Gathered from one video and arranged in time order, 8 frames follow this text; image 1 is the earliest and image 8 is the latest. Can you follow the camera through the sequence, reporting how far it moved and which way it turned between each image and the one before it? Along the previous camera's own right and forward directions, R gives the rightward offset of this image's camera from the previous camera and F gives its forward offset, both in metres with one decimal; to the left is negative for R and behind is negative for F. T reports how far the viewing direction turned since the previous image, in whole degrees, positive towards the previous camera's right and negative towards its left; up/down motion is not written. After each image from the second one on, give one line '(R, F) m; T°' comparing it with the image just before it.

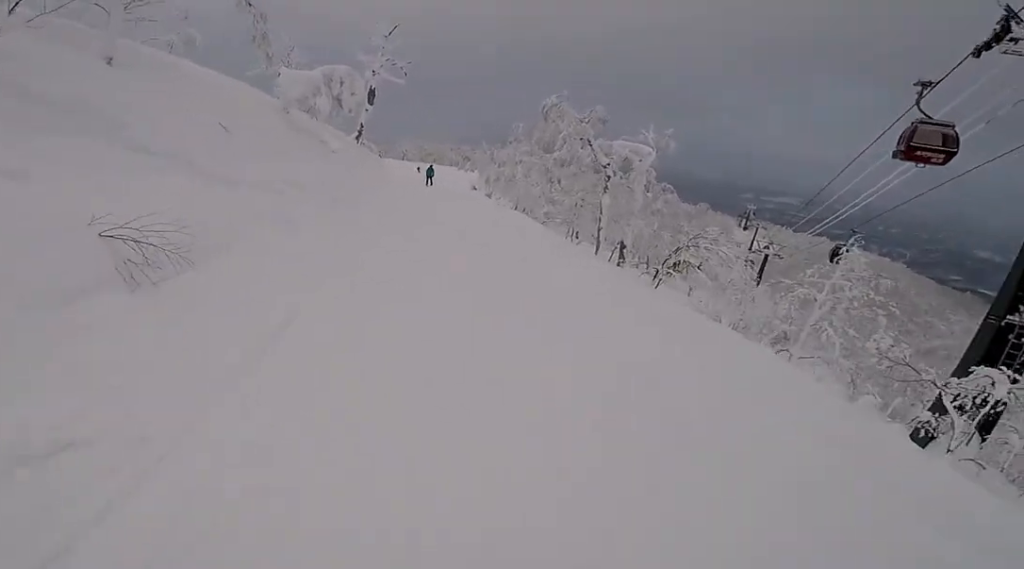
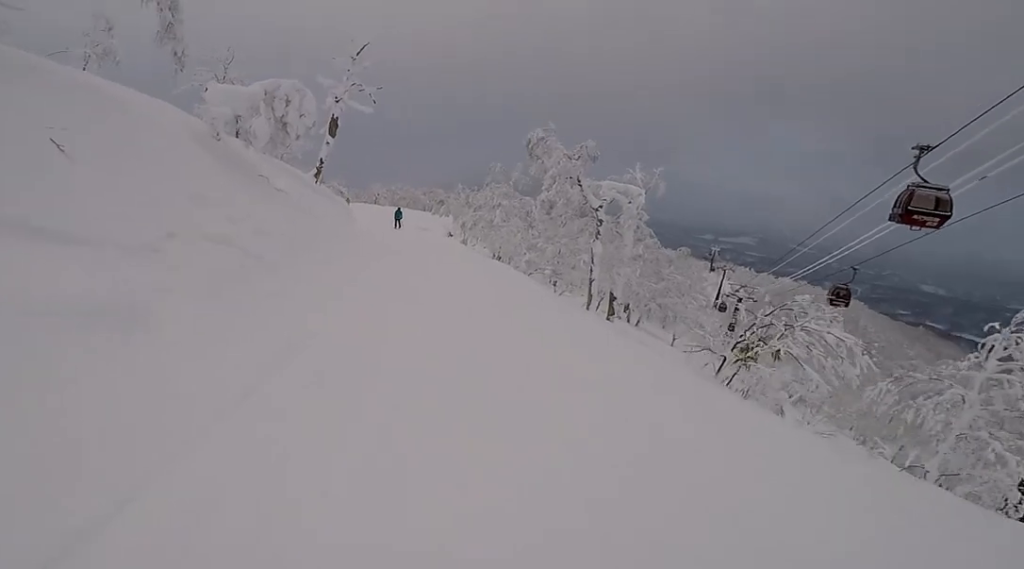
(+0.3, +4.3) m; 0°
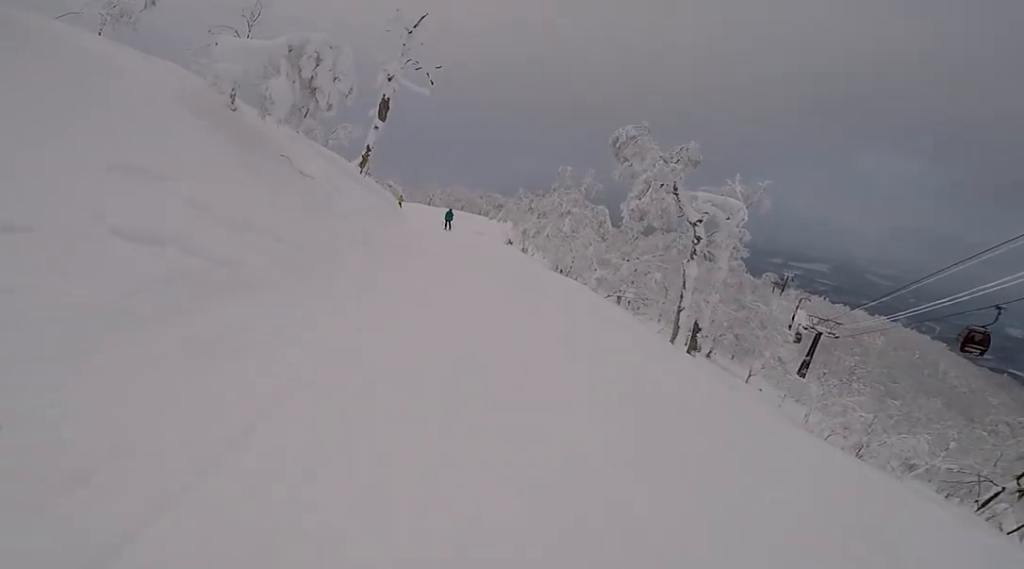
(-0.4, +3.6) m; +1°
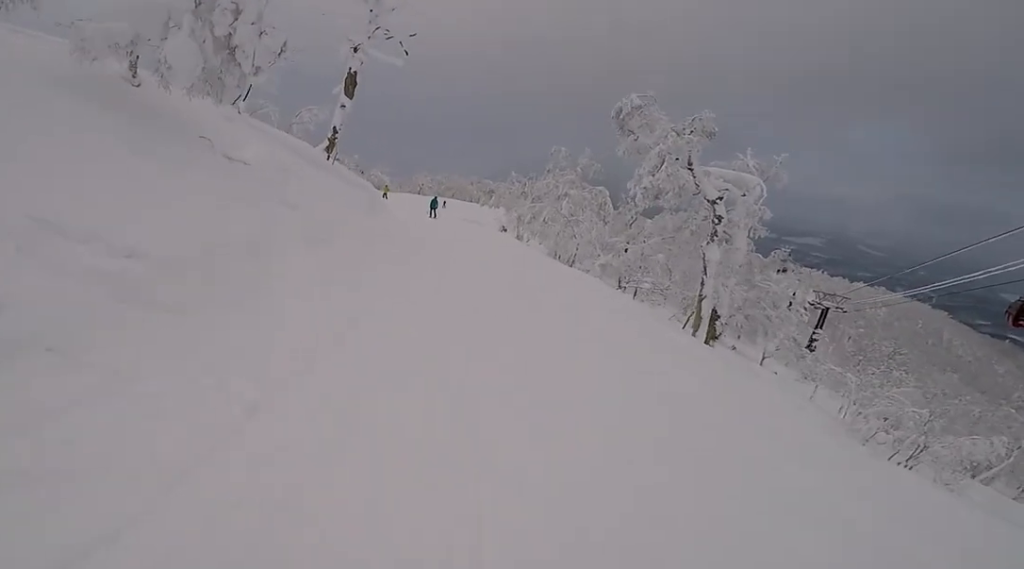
(0.0, +2.8) m; +3°
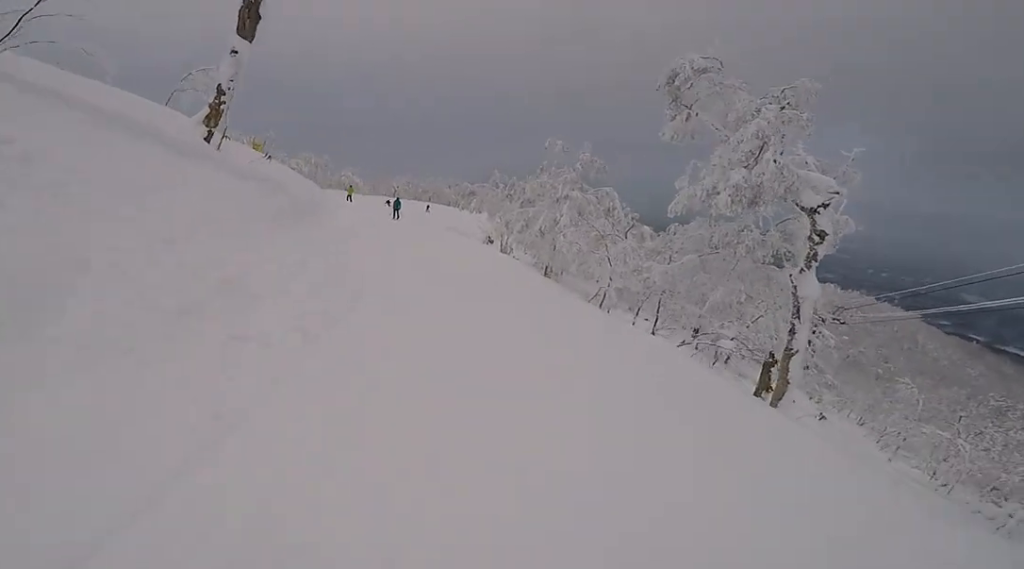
(+1.2, +7.2) m; +4°
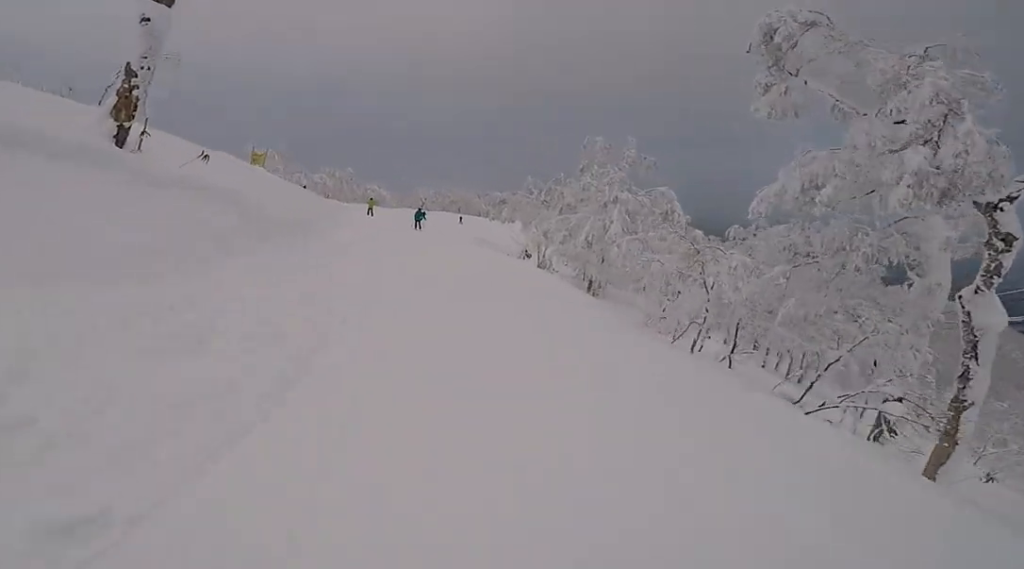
(+0.6, +3.4) m; -10°
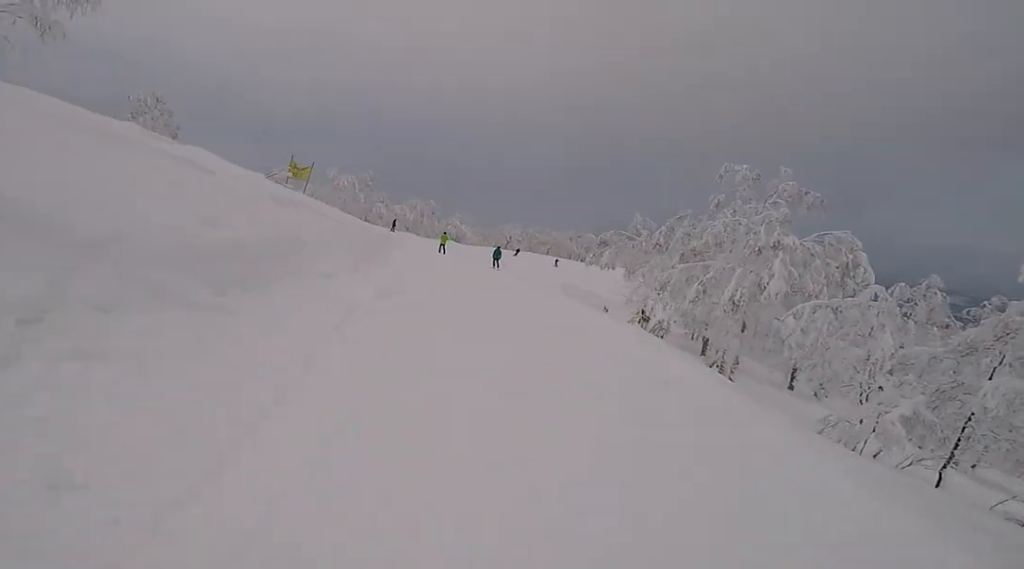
(-2.1, +5.4) m; -7°
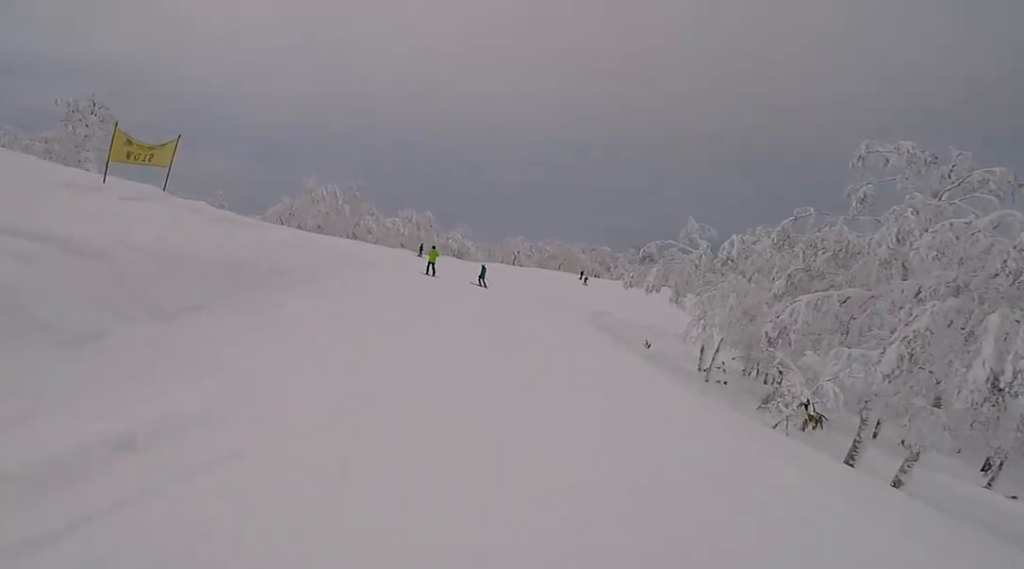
(+1.5, +8.7) m; +9°
